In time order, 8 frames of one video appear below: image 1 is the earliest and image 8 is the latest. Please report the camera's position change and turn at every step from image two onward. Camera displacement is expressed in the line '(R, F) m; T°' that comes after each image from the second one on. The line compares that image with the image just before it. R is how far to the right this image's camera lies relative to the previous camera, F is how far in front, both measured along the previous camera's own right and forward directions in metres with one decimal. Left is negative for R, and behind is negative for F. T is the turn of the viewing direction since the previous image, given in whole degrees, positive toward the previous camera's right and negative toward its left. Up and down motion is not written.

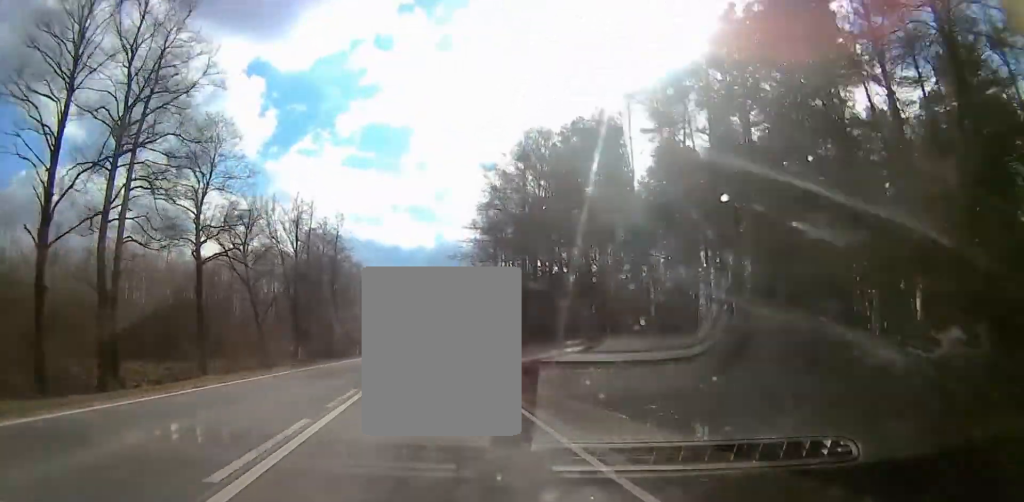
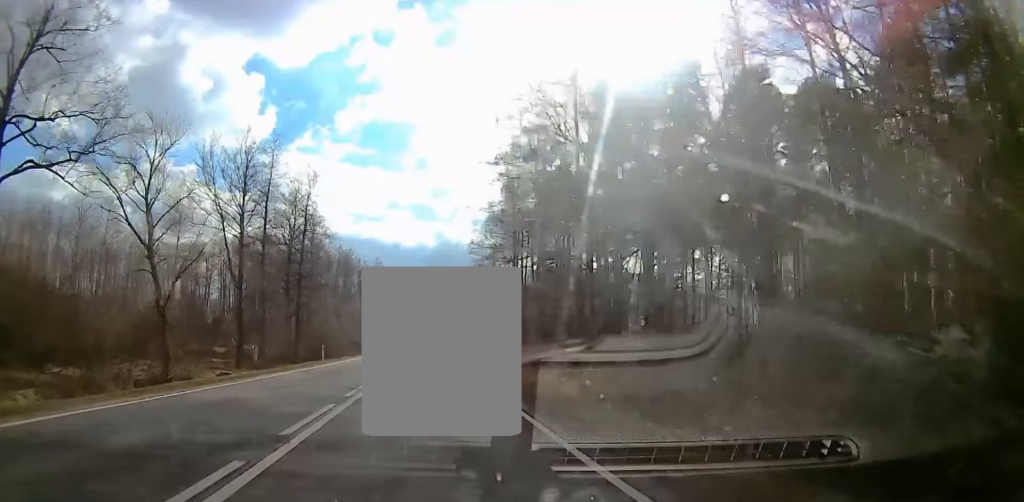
(-0.1, +20.9) m; -1°
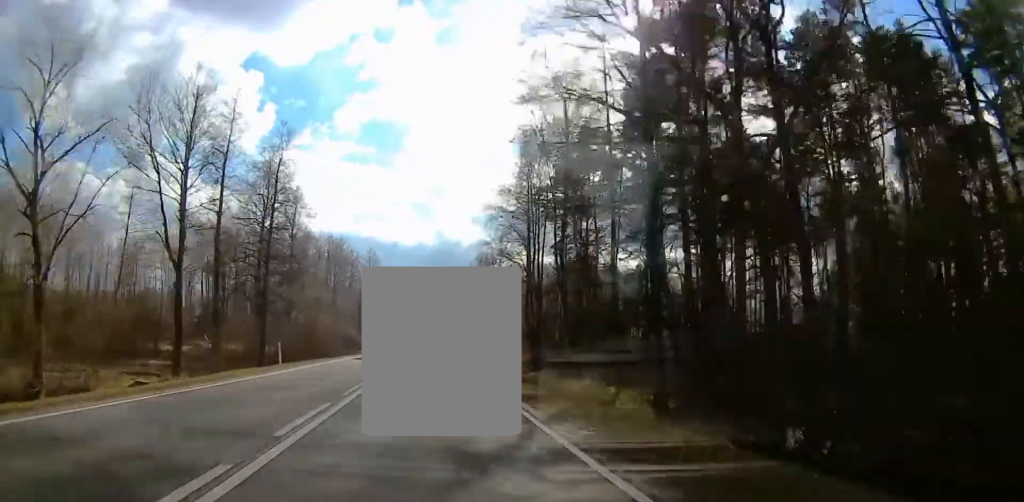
(+0.3, +11.3) m; -1°
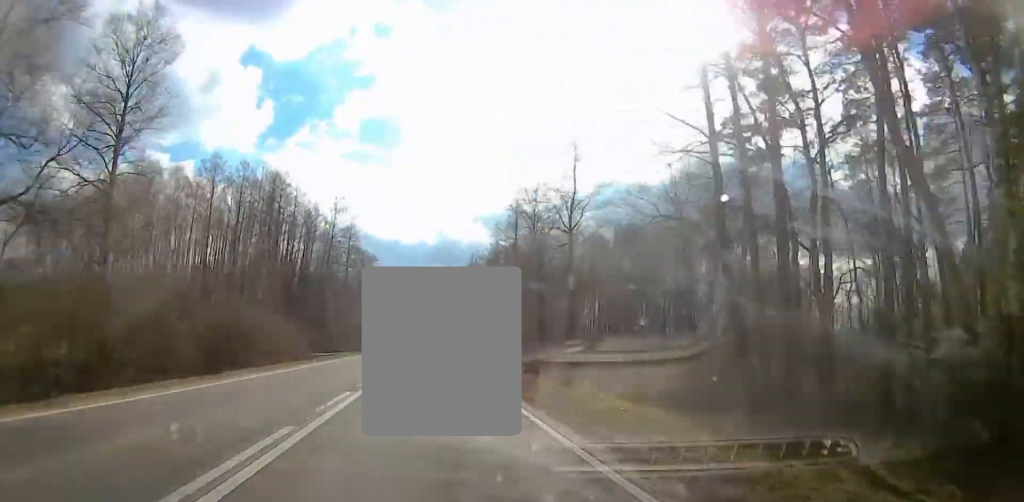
(+0.9, +44.7) m; +3°
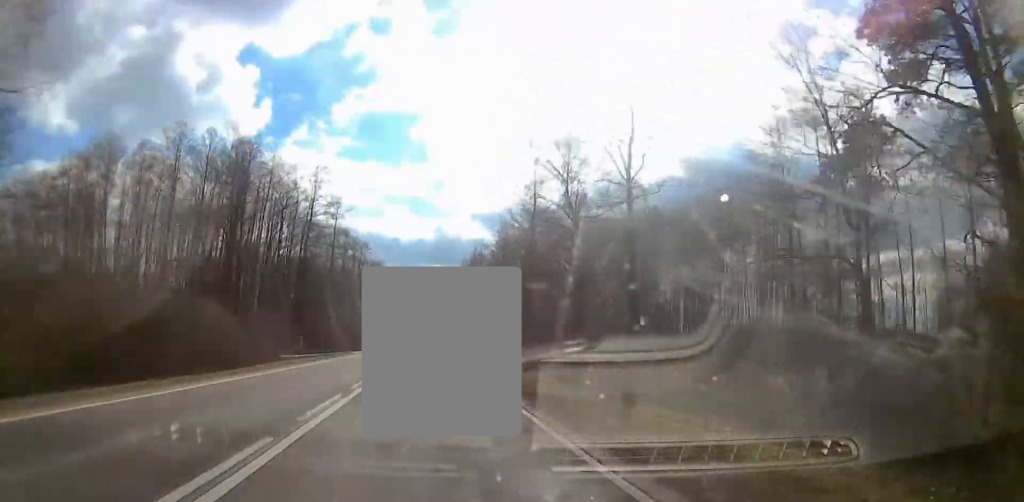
(+0.4, +13.0) m; 0°
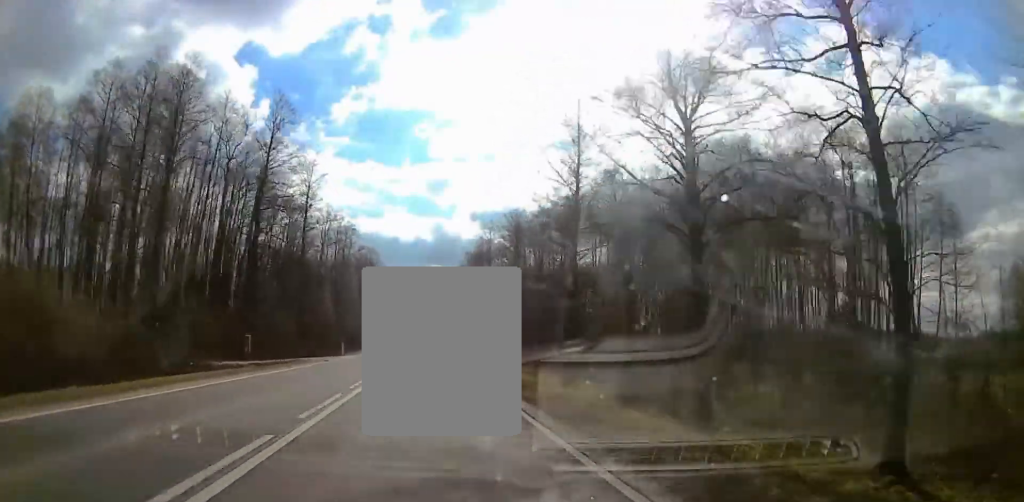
(-1.2, +18.9) m; -1°
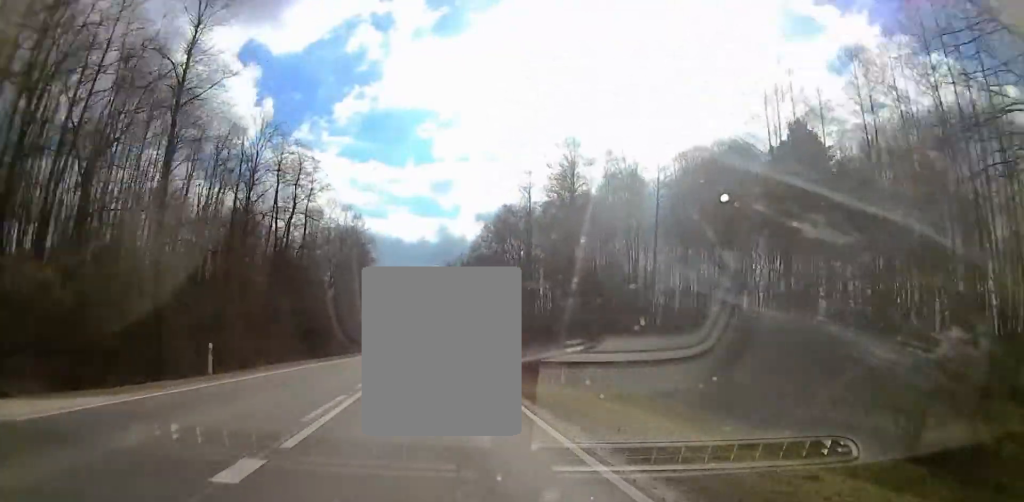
(+0.6, +34.2) m; 0°
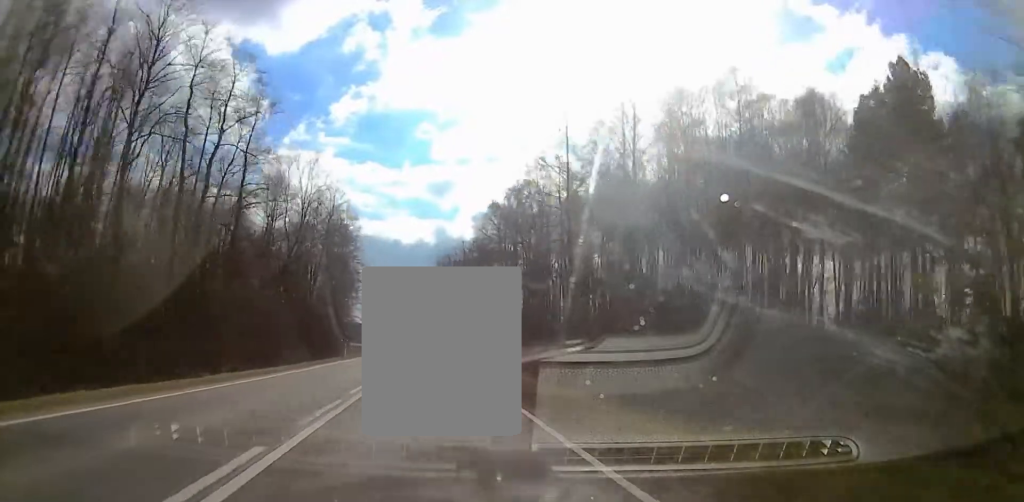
(-0.7, +18.2) m; 0°
